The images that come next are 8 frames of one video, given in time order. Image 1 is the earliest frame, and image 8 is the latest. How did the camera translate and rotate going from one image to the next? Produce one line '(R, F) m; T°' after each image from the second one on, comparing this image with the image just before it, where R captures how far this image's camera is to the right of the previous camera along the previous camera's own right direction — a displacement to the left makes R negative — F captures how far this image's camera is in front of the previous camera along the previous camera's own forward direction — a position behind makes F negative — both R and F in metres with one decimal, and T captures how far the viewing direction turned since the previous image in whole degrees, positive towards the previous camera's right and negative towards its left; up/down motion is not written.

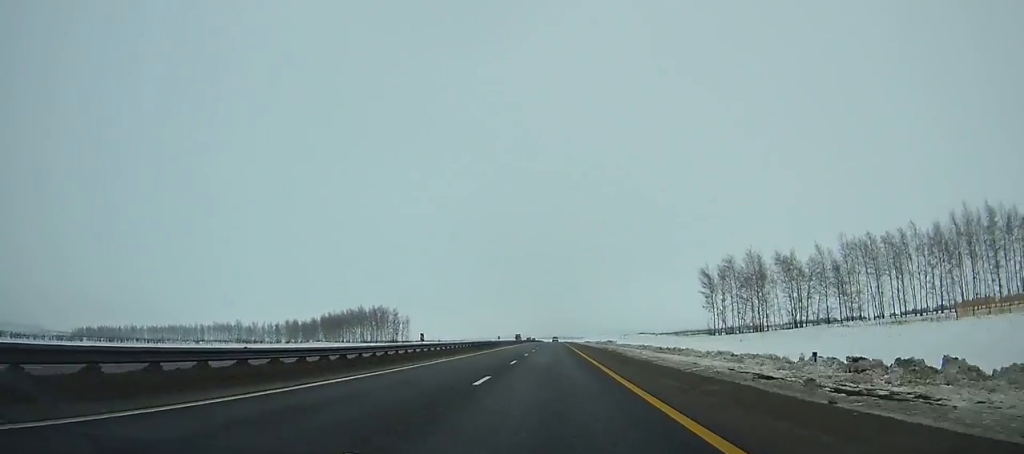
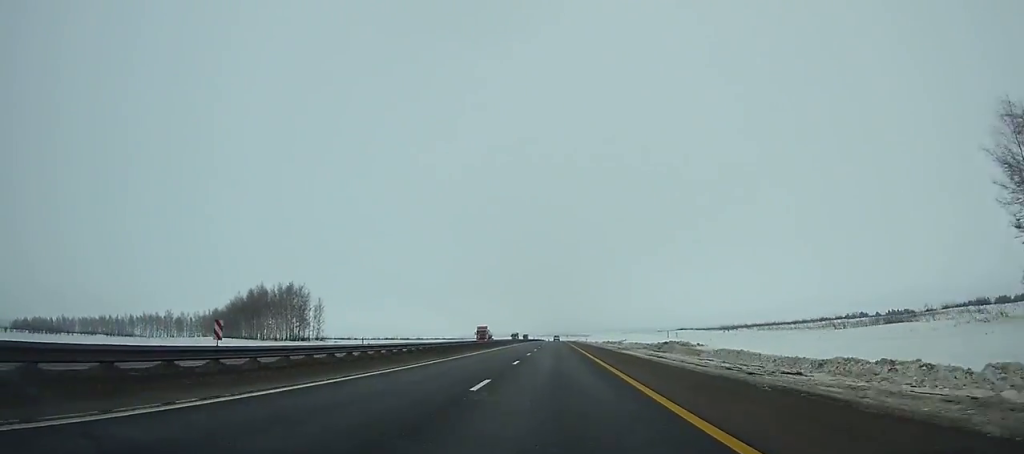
(-0.2, +73.3) m; 0°
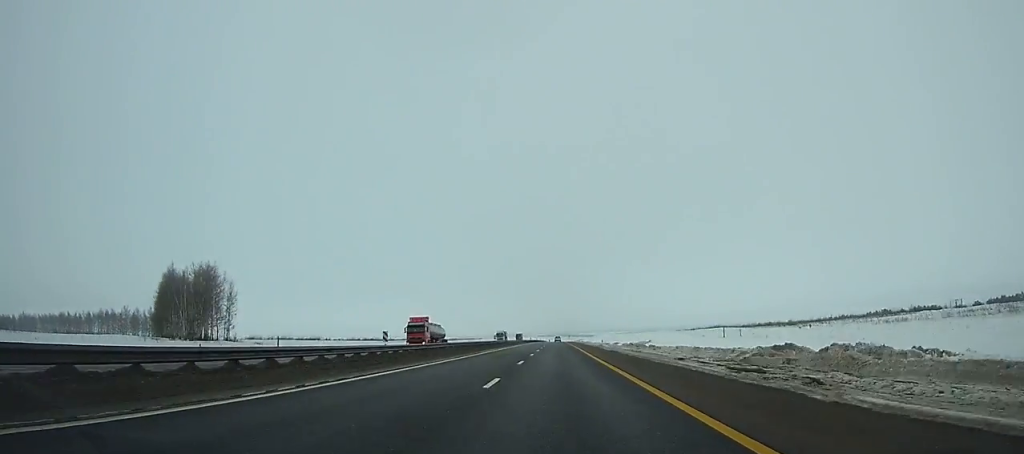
(0.0, +34.5) m; 0°
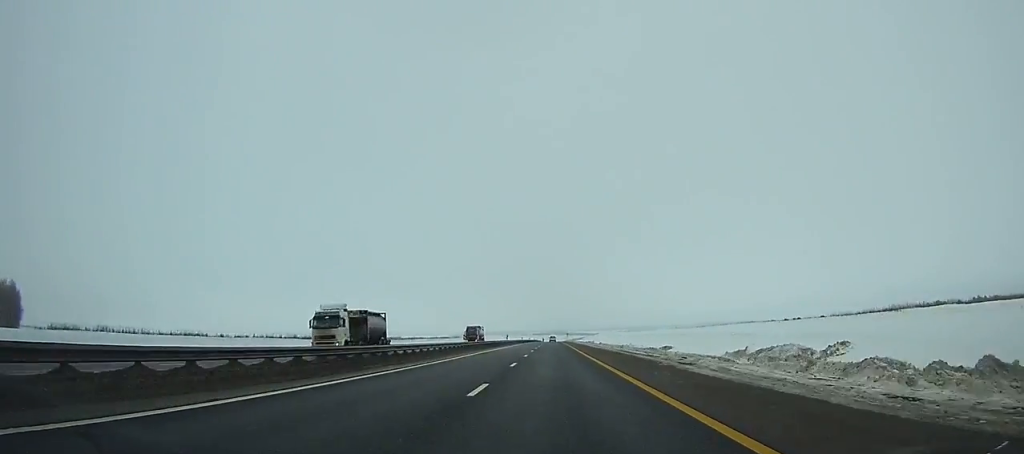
(+0.1, +72.4) m; 0°
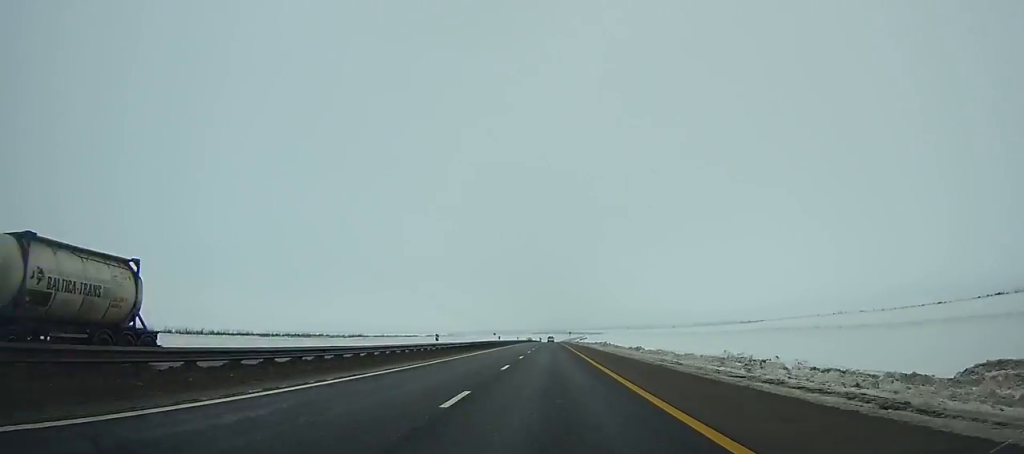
(+0.1, +59.8) m; 0°
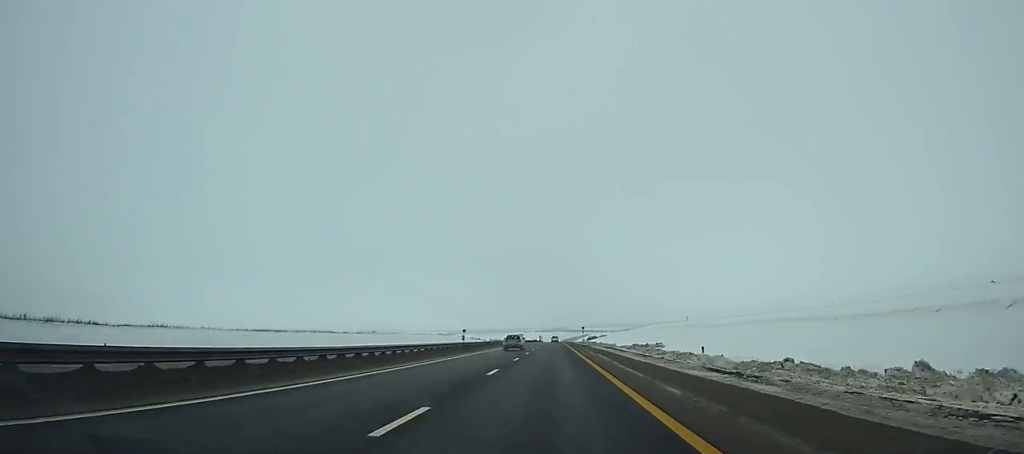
(0.0, +86.0) m; 0°
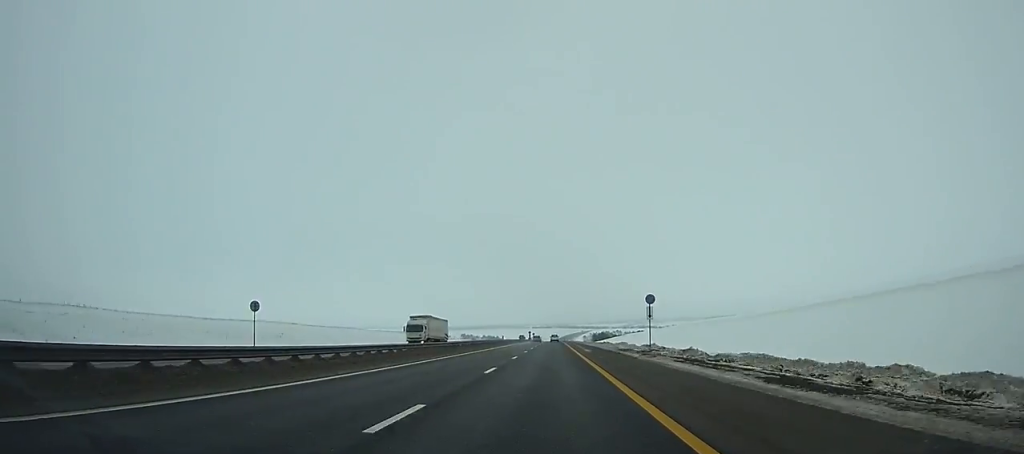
(-0.1, +103.9) m; 0°
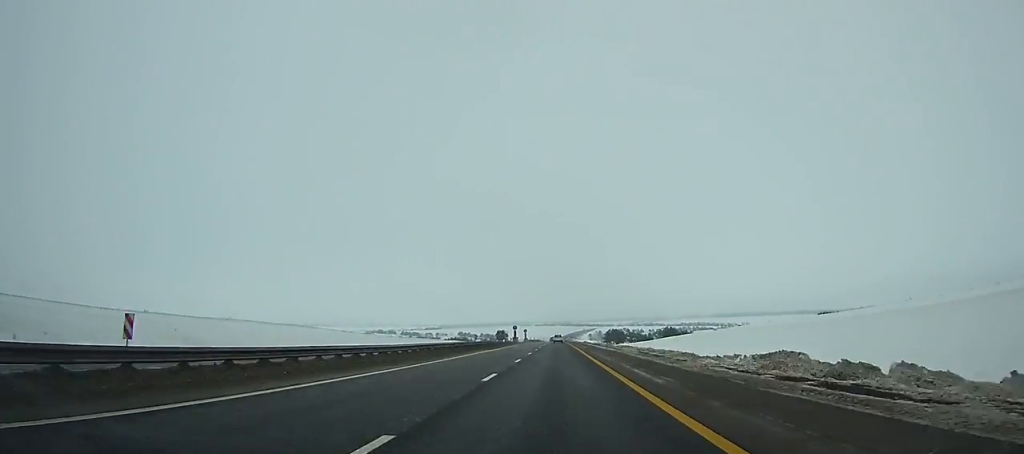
(-0.1, +84.2) m; 0°
